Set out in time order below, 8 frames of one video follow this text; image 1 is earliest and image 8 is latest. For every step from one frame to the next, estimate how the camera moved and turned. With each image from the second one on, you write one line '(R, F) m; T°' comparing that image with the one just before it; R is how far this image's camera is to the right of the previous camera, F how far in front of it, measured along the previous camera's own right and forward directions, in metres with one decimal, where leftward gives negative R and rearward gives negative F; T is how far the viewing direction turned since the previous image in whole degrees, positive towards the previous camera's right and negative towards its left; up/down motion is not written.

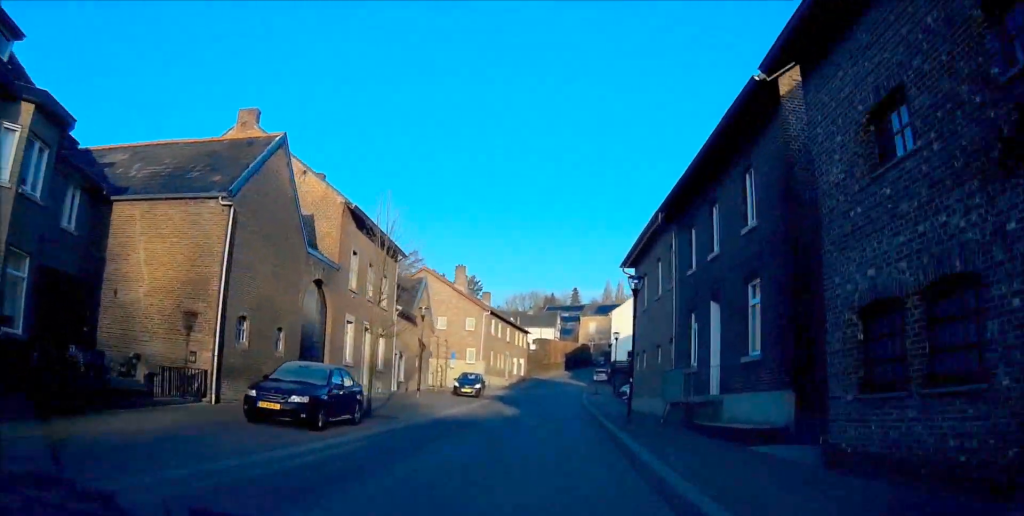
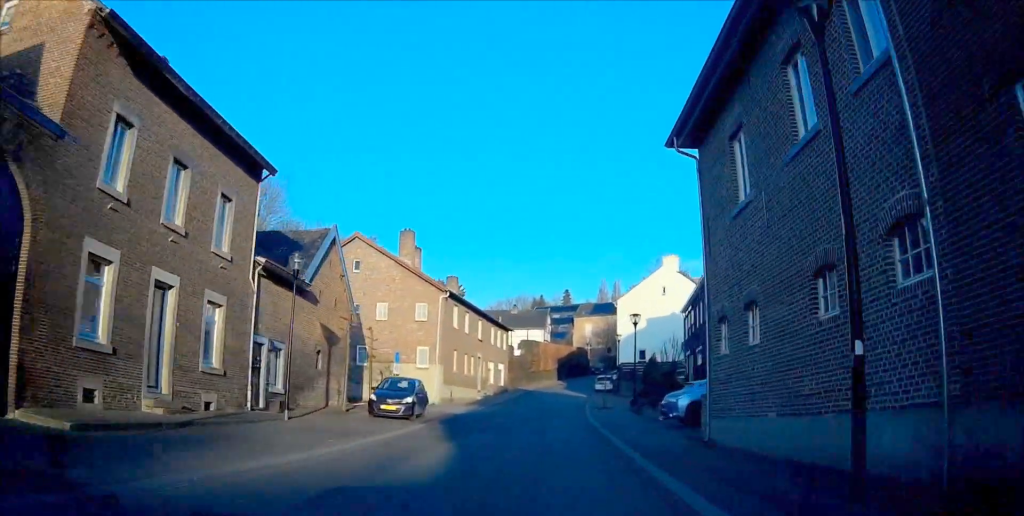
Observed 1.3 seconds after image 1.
(-0.6, +18.3) m; -1°
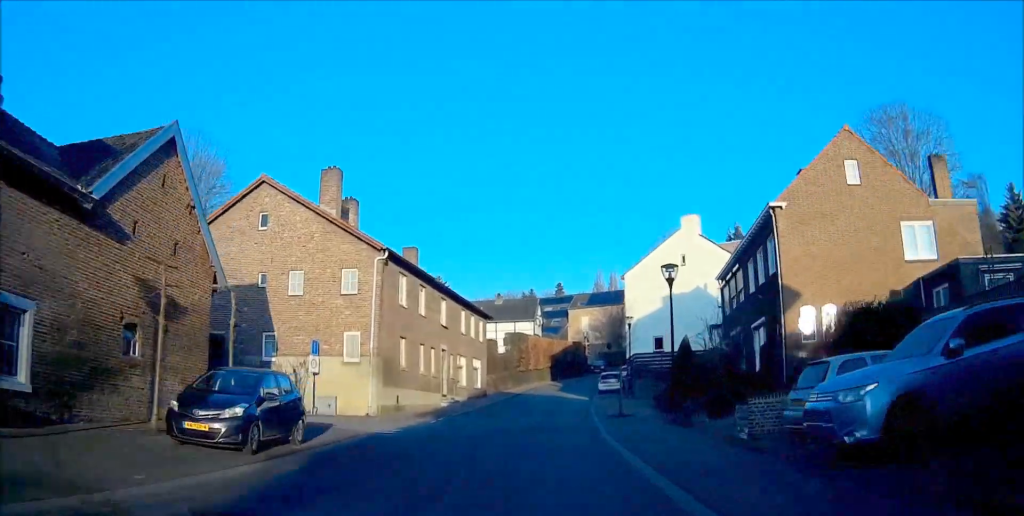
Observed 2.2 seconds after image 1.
(-0.5, +13.4) m; 0°
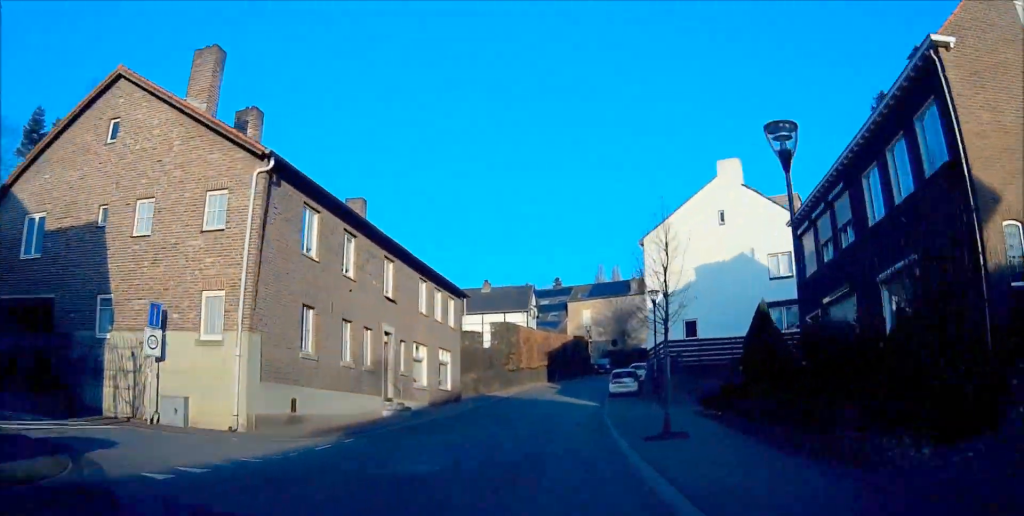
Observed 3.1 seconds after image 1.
(+0.3, +11.8) m; +2°
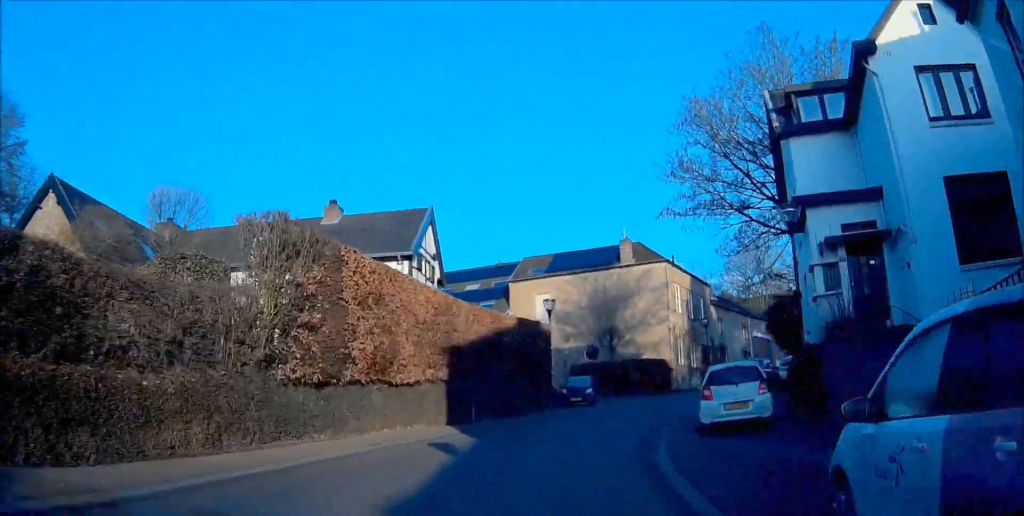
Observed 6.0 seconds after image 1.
(+3.0, +37.2) m; +14°
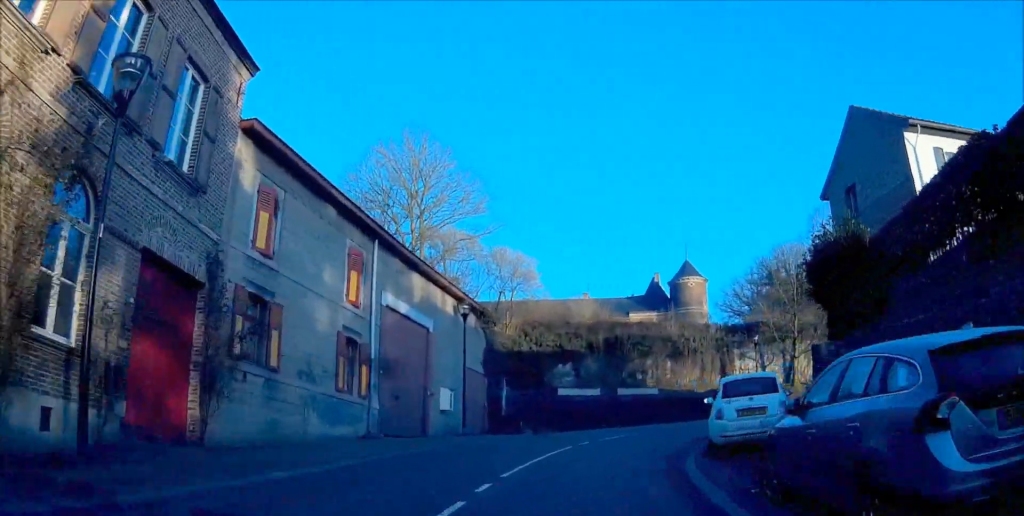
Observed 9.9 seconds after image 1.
(+10.9, +40.0) m; +34°
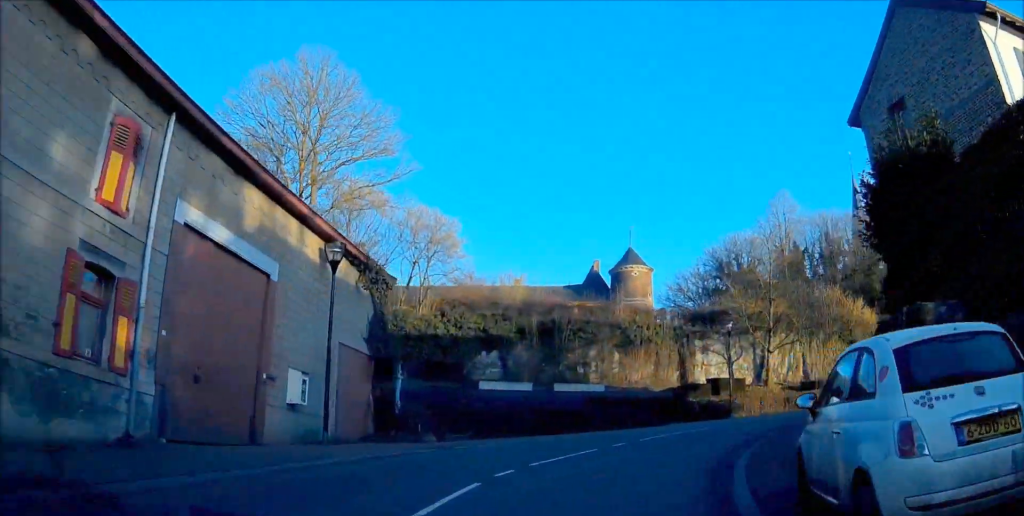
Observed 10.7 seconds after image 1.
(+0.5, +8.7) m; +10°
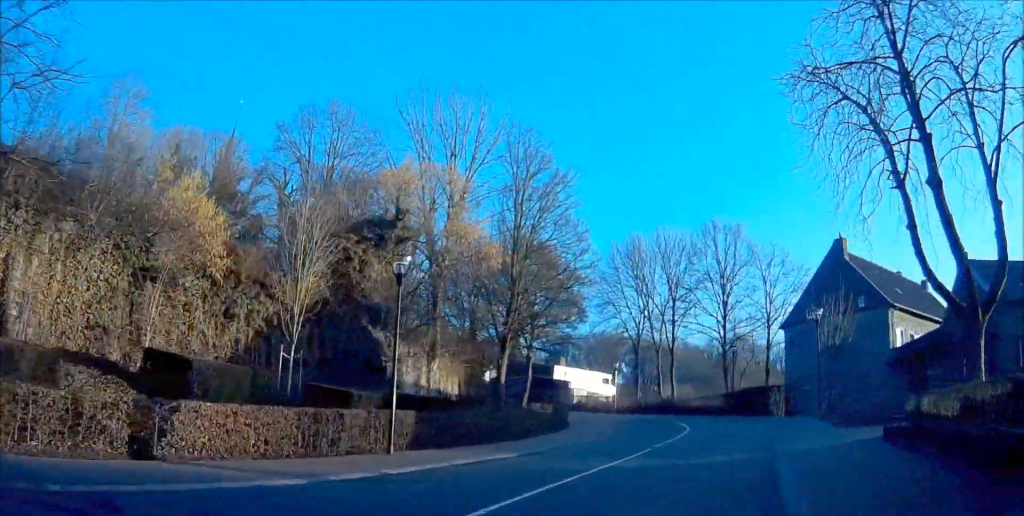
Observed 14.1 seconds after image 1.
(+13.6, +29.9) m; +44°
